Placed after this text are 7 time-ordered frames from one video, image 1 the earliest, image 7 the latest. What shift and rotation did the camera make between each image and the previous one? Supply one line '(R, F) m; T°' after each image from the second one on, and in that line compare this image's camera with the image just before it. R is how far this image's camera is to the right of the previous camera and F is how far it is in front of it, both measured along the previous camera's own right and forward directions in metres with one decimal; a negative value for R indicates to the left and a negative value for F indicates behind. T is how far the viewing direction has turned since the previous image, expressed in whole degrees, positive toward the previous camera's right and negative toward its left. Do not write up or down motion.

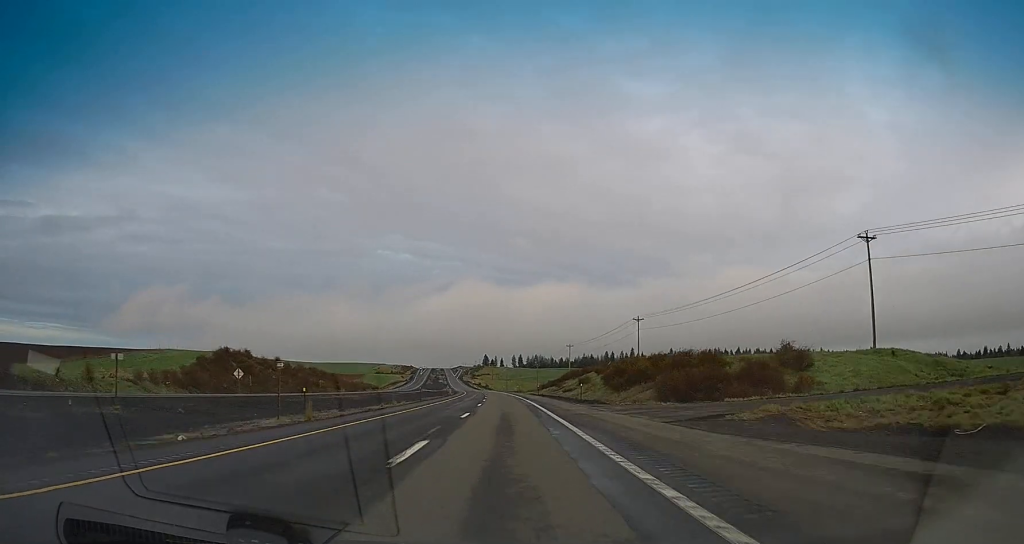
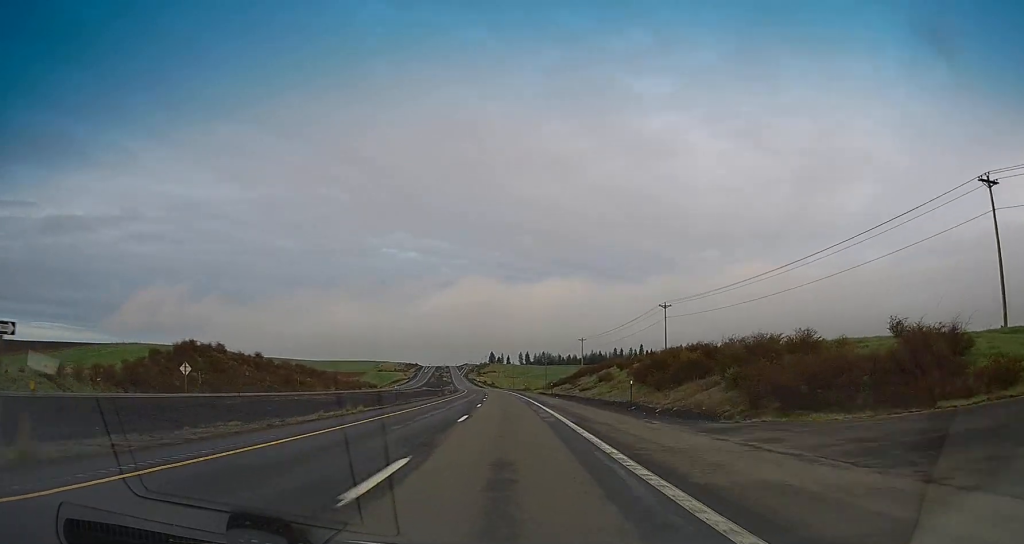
(-0.1, +18.8) m; -1°
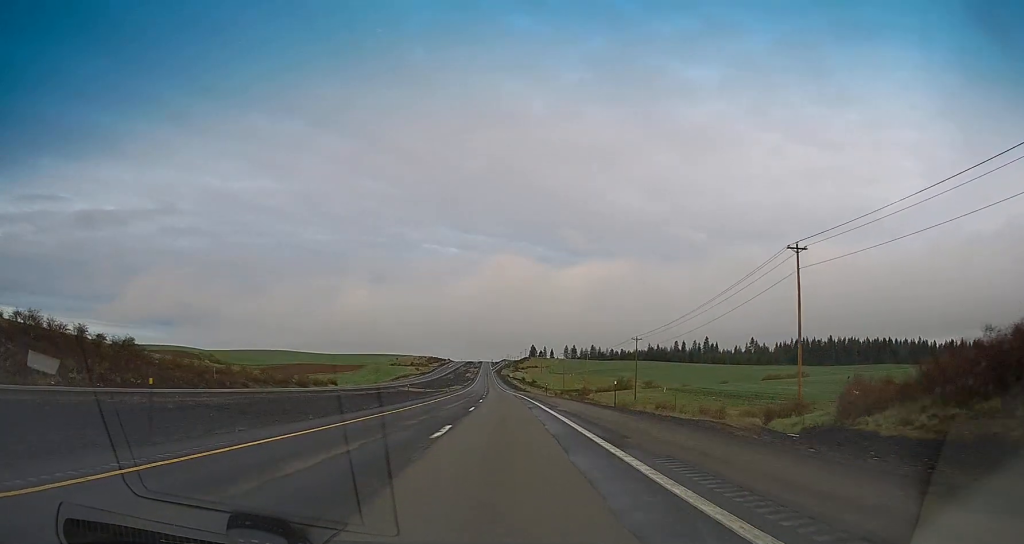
(-4.5, +131.2) m; -4°
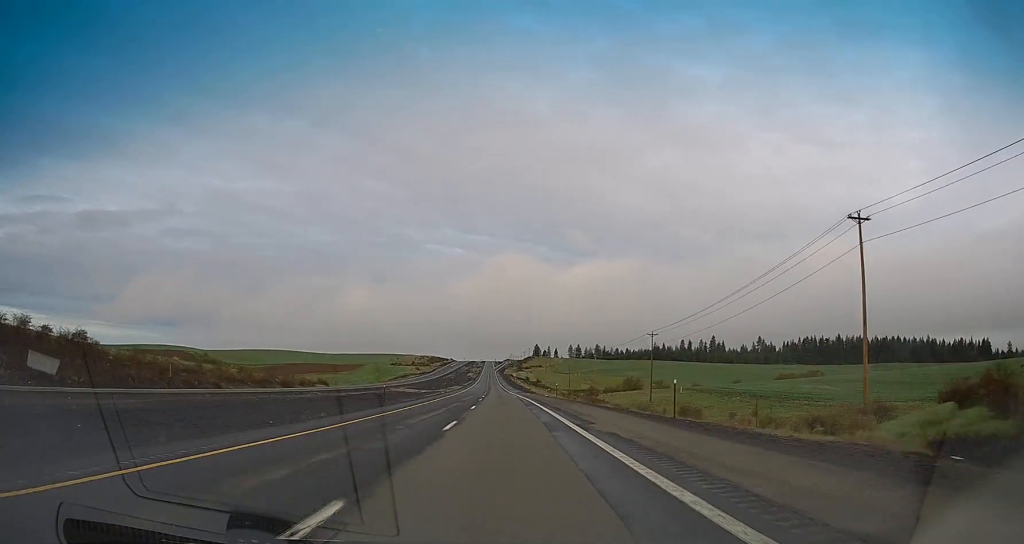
(0.0, +12.8) m; 0°
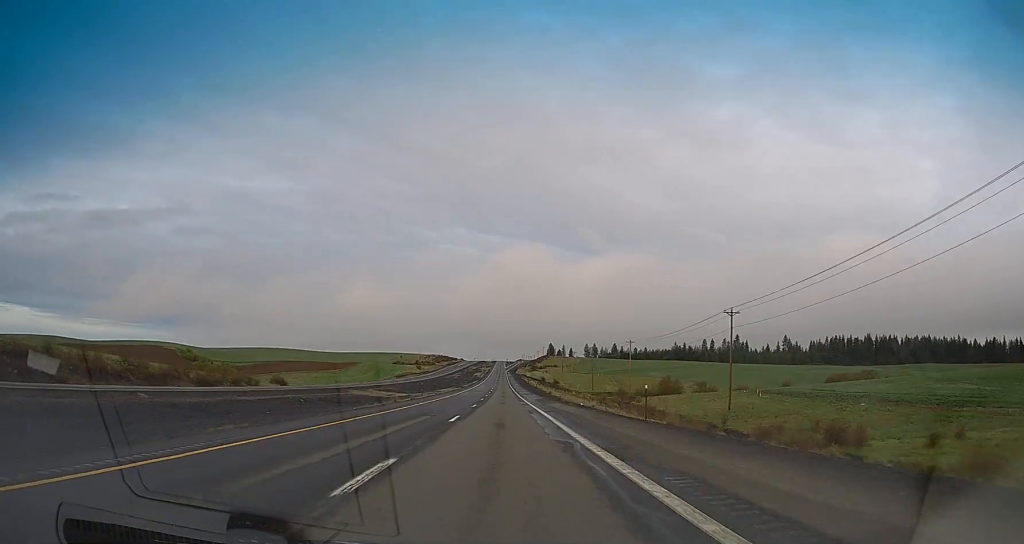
(-0.2, +42.3) m; -1°
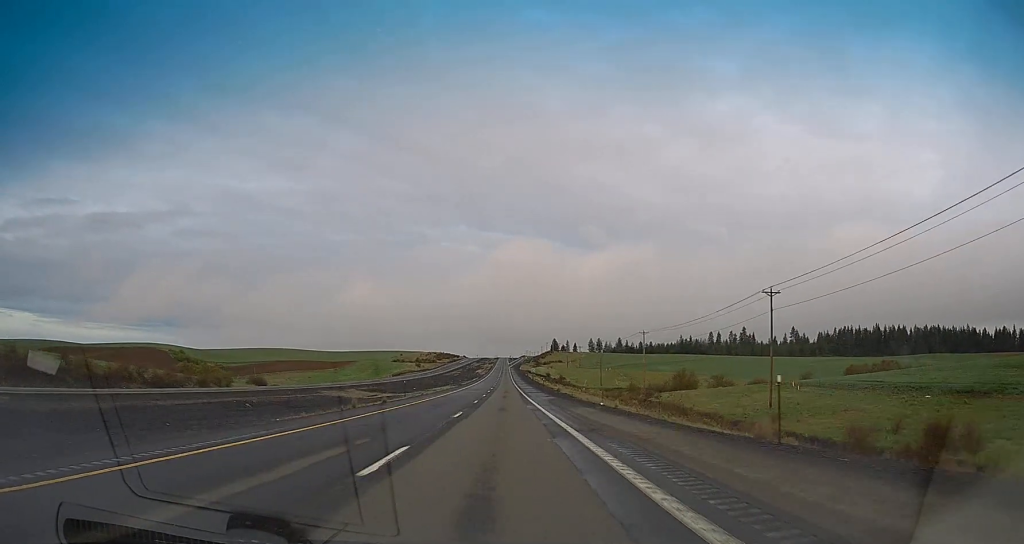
(-0.1, +13.8) m; 0°
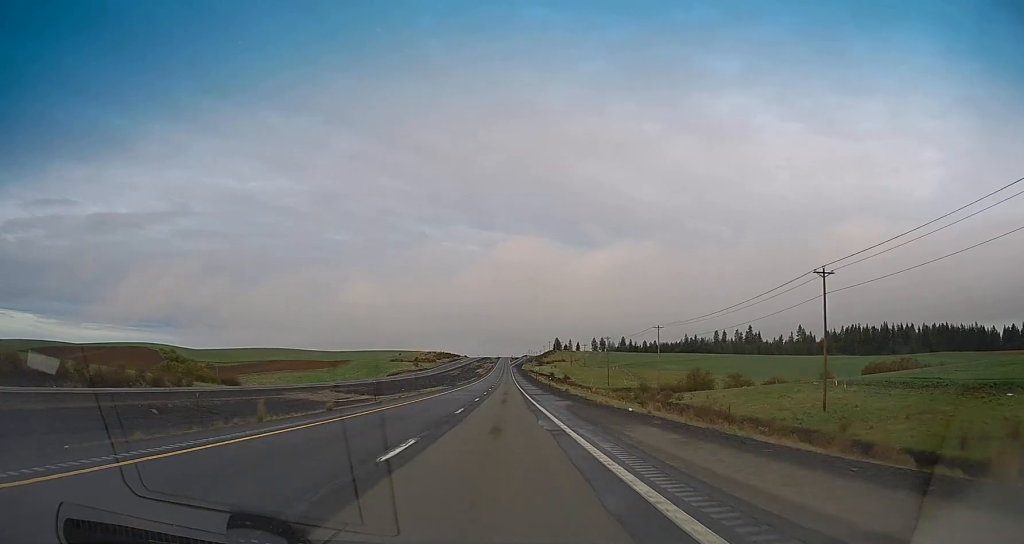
(-0.1, +13.8) m; 0°
